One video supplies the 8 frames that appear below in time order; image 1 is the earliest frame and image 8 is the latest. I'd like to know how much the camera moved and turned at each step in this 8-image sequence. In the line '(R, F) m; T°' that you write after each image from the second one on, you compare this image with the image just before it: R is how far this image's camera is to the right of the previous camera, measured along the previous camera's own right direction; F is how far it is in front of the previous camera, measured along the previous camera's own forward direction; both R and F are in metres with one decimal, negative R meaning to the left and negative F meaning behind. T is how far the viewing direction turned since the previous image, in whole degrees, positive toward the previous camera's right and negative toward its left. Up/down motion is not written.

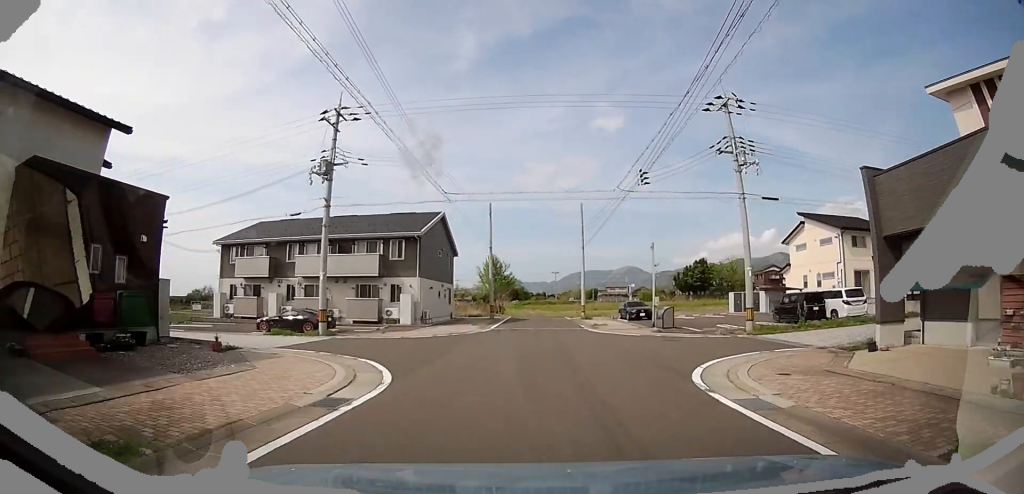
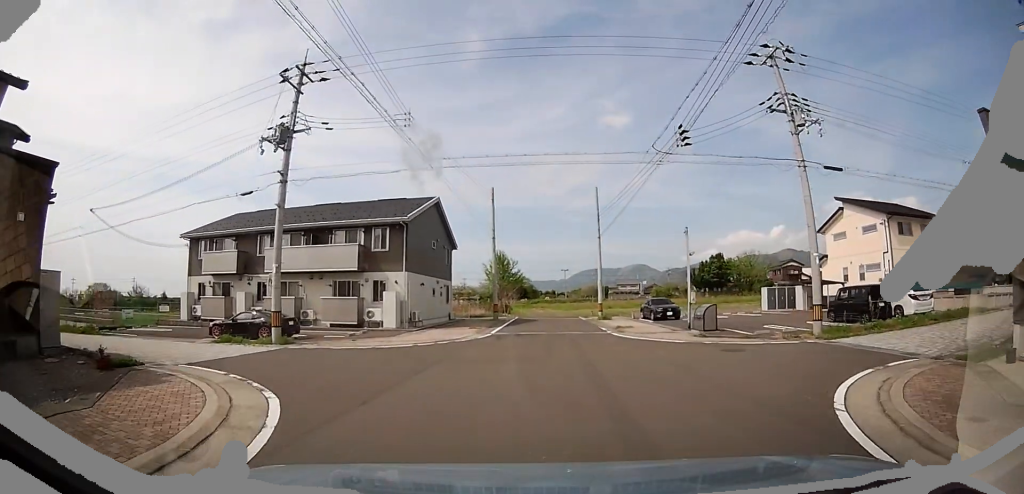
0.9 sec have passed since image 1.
(0.0, +5.1) m; -3°
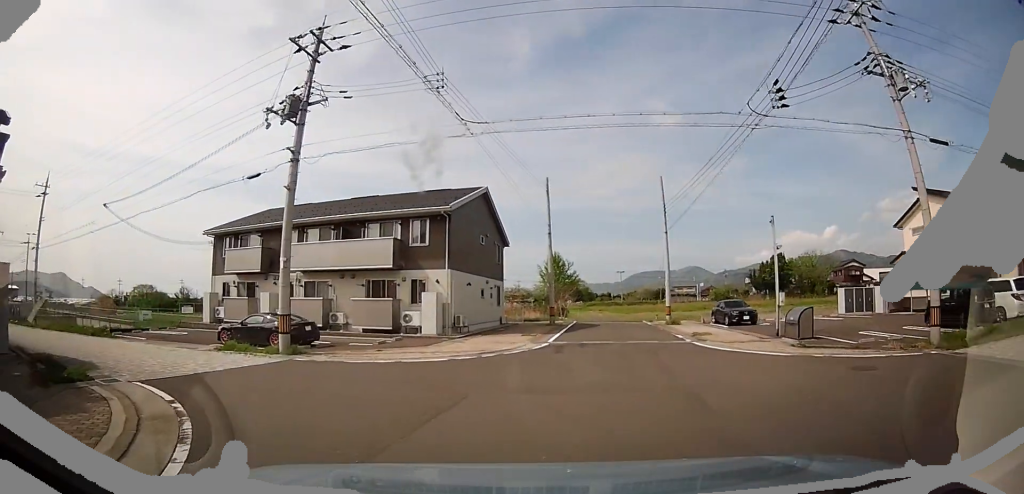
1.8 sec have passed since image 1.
(-0.1, +4.1) m; -9°
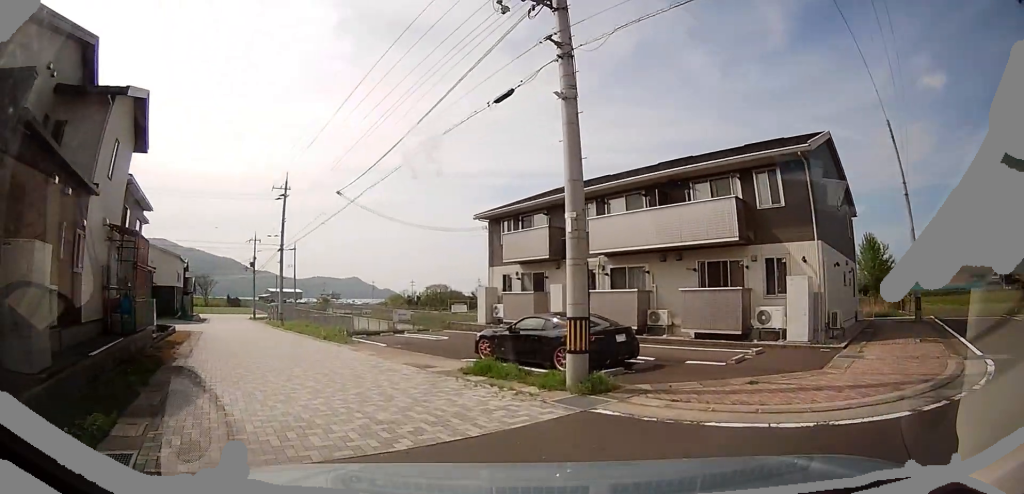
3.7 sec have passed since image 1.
(-2.0, +7.9) m; -38°
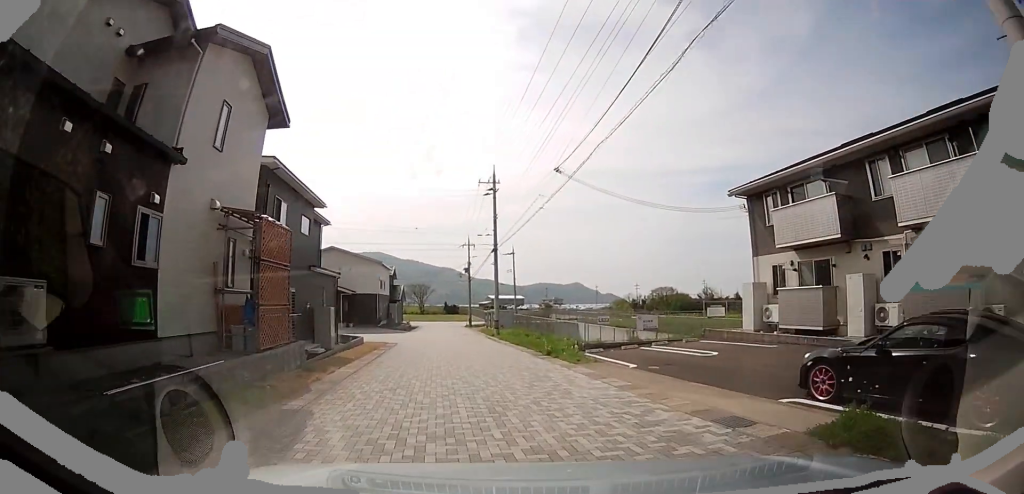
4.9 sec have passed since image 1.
(-1.5, +3.7) m; -34°
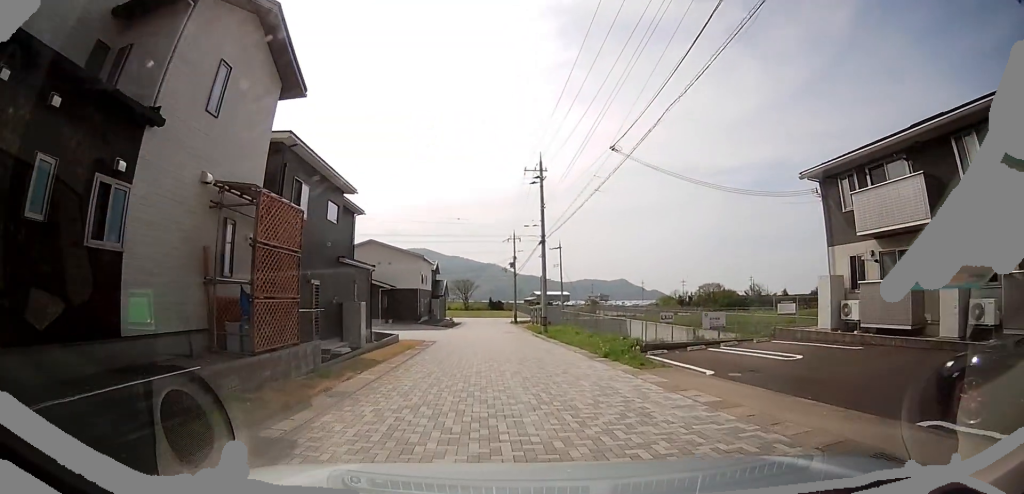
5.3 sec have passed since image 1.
(-0.2, +1.6) m; -3°
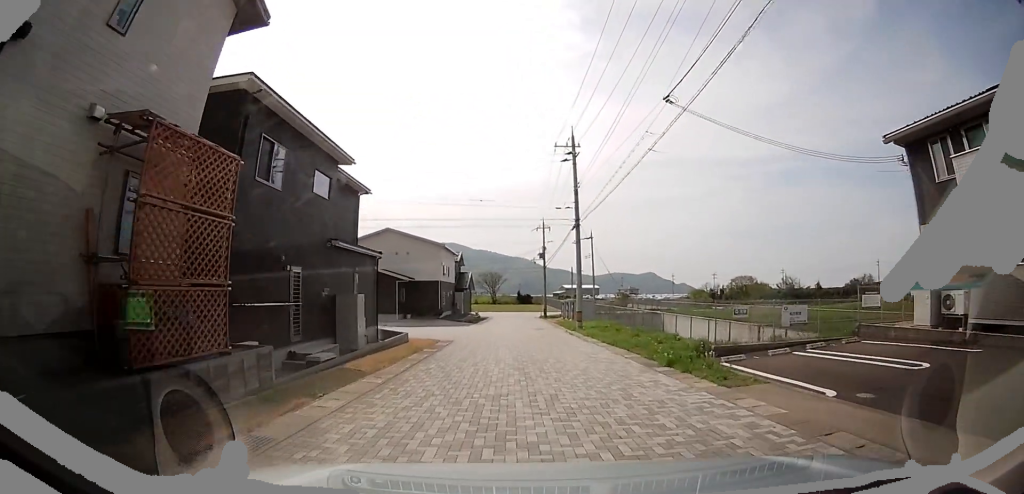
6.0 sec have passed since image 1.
(-0.1, +2.7) m; -3°
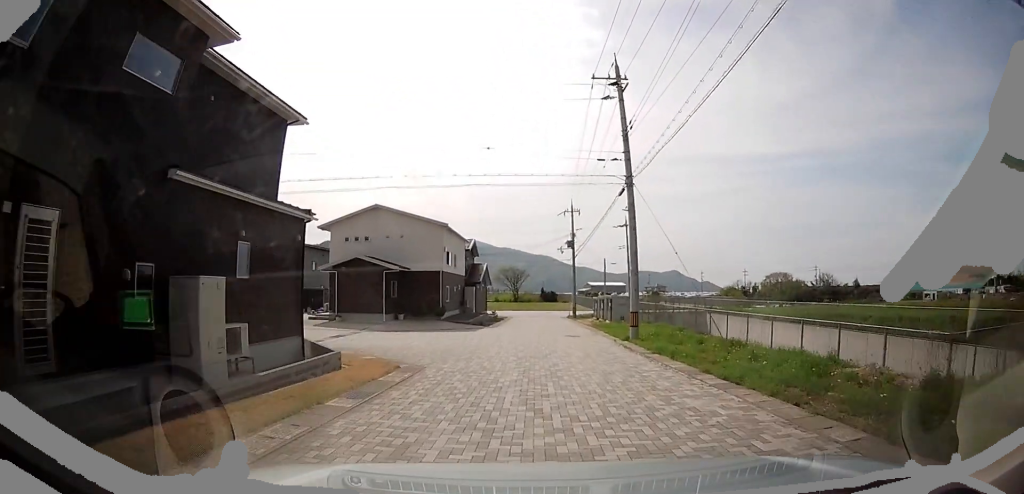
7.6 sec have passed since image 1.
(0.0, +7.5) m; 0°
